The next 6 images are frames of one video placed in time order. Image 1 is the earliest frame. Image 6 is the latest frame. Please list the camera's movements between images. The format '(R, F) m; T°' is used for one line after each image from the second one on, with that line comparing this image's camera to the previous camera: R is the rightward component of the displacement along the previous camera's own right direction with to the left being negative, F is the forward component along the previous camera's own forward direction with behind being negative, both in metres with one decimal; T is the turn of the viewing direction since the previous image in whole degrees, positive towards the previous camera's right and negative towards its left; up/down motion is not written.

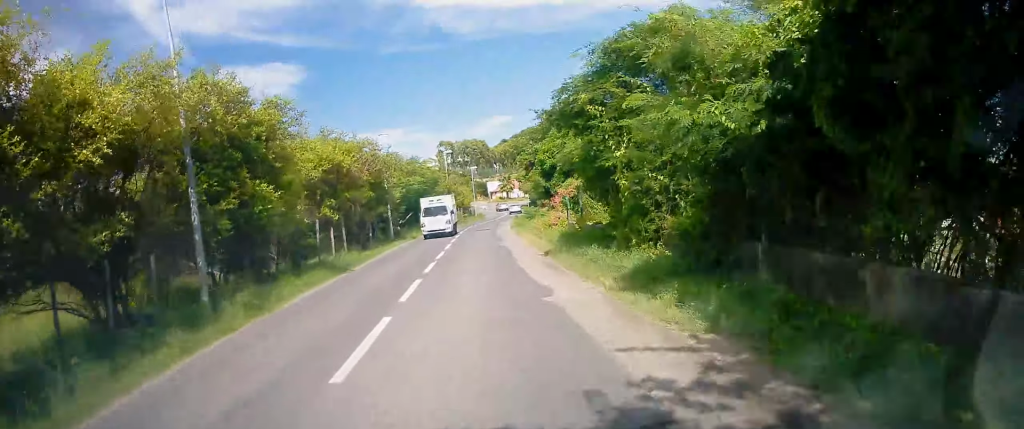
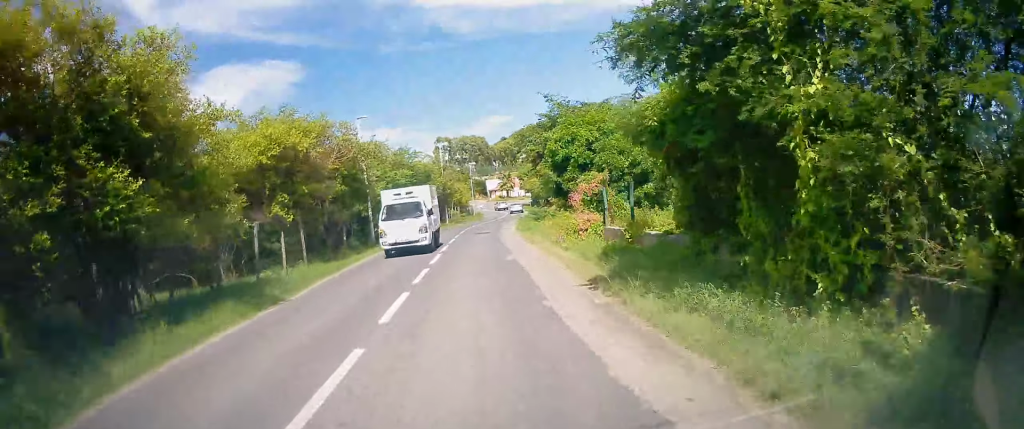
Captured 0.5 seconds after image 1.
(-0.1, +6.6) m; -1°
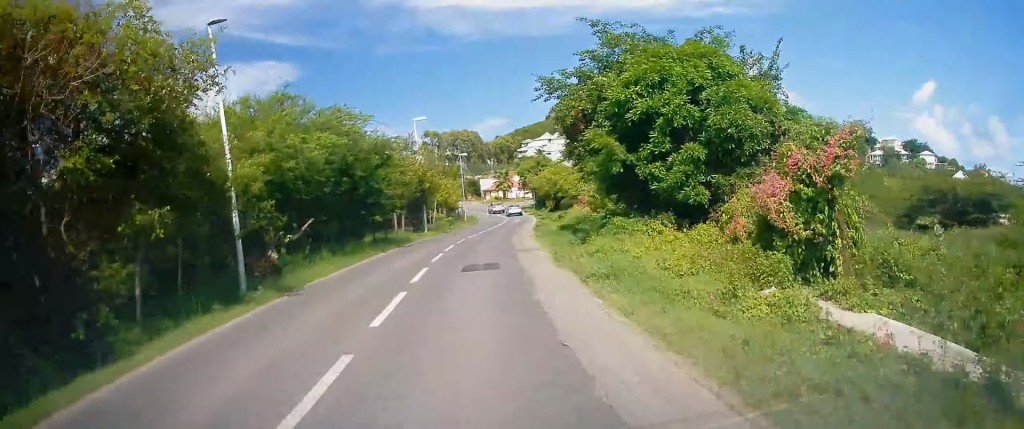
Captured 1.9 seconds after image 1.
(-0.2, +17.9) m; +1°
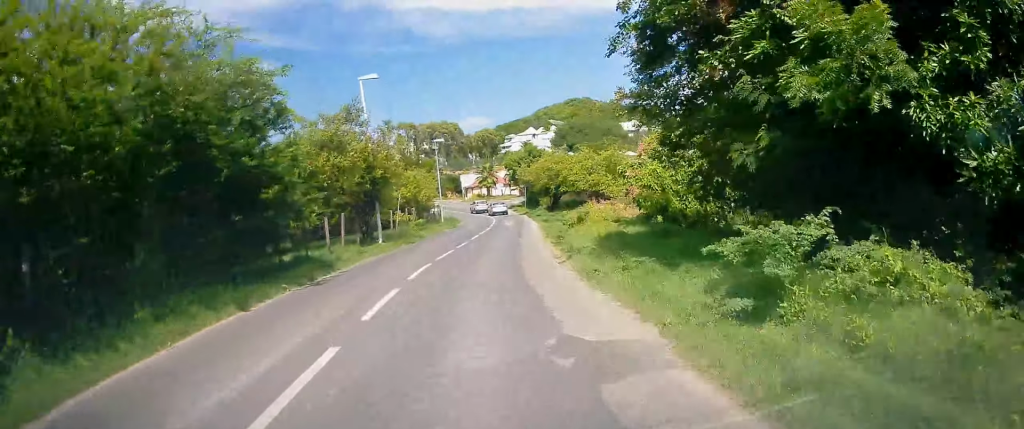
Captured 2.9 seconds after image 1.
(+0.4, +13.3) m; +3°
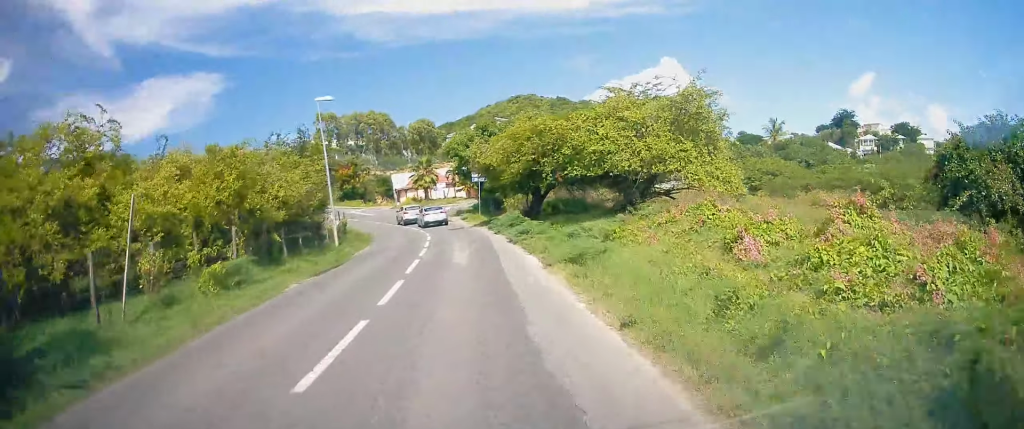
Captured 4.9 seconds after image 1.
(+0.9, +24.9) m; +4°
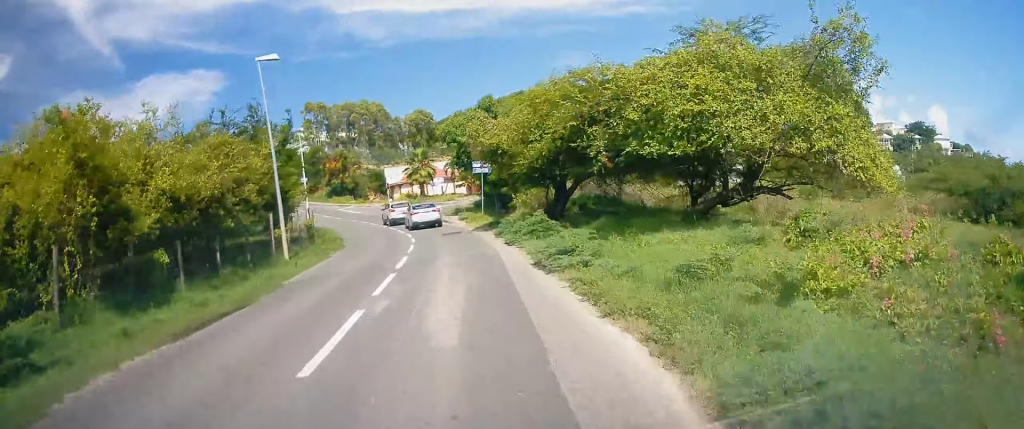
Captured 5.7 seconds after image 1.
(+0.1, +8.5) m; +1°
